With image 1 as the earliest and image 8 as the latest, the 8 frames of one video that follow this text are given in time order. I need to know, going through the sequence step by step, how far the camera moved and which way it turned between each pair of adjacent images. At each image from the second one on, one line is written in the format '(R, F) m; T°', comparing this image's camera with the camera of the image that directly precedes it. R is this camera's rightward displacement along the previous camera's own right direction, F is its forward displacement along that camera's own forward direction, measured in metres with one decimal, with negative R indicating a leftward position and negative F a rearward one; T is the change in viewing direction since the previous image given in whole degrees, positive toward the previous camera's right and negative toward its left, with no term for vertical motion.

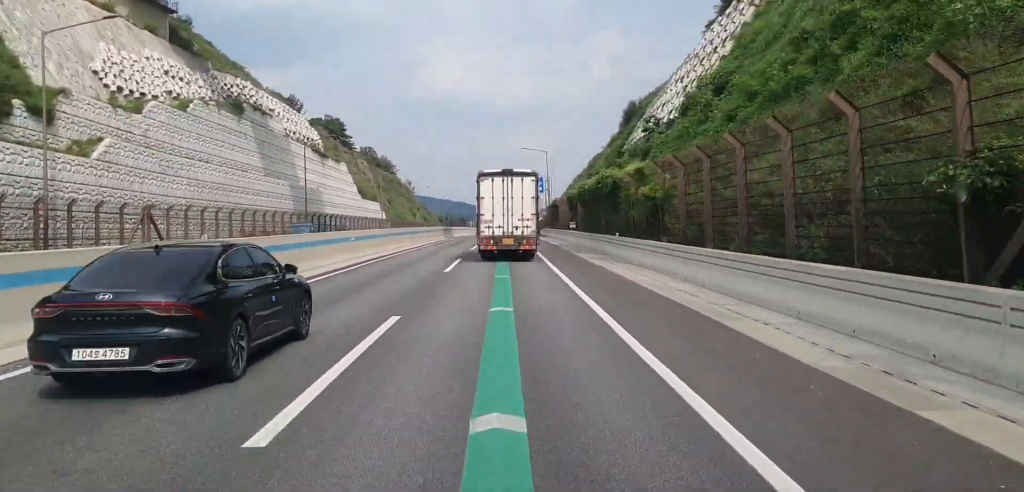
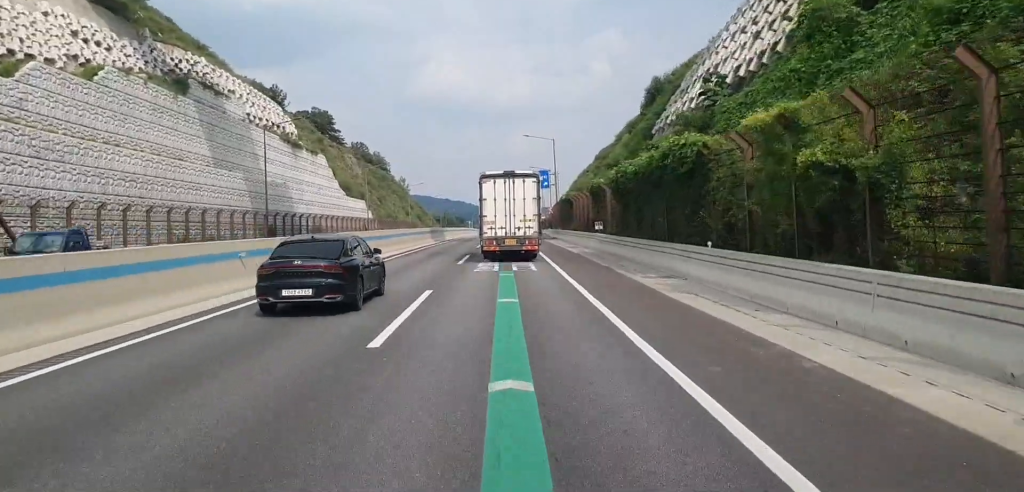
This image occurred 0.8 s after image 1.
(+0.3, +15.1) m; +1°
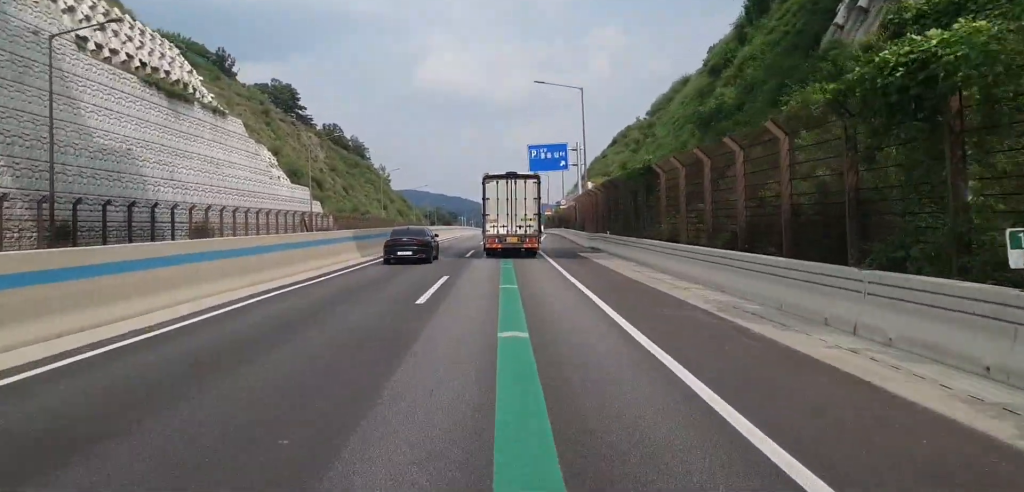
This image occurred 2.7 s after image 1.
(-0.6, +35.1) m; -2°
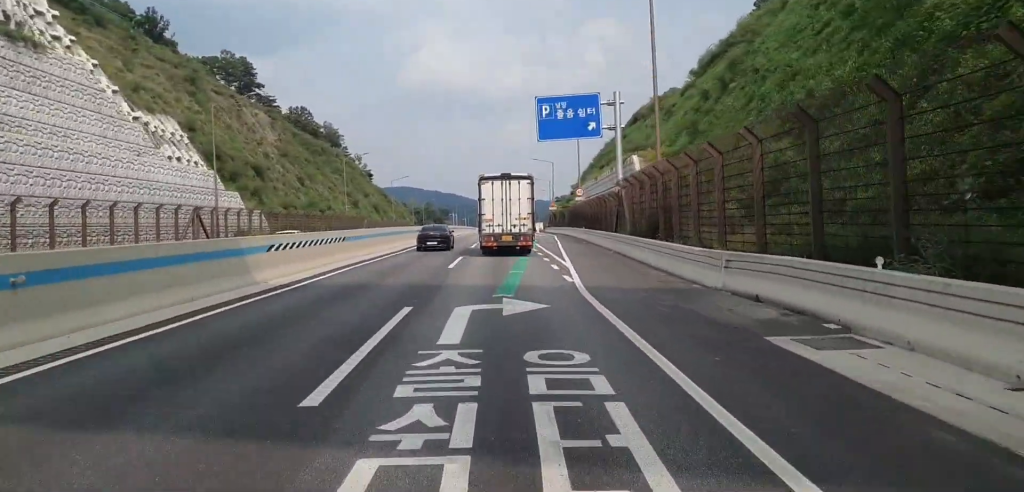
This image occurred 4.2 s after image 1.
(+0.5, +28.5) m; +2°
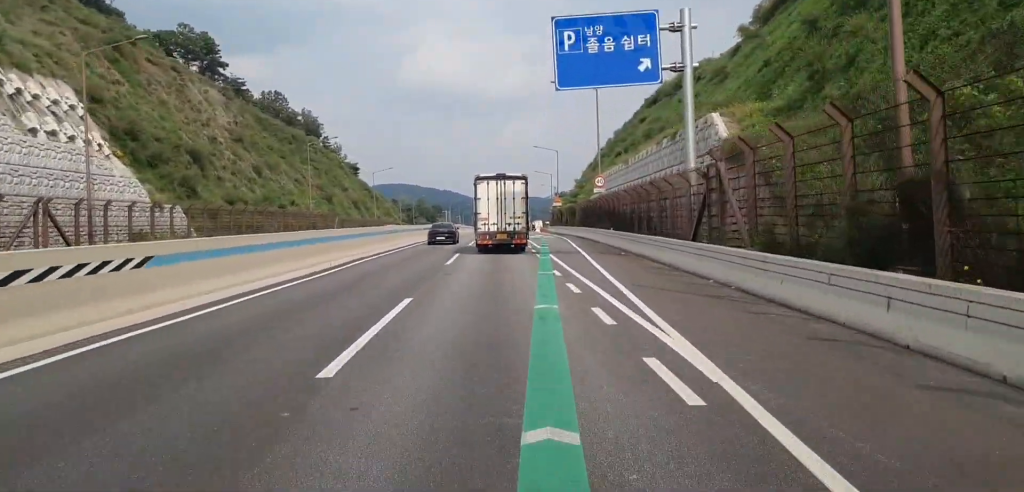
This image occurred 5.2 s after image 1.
(+0.1, +18.7) m; 0°
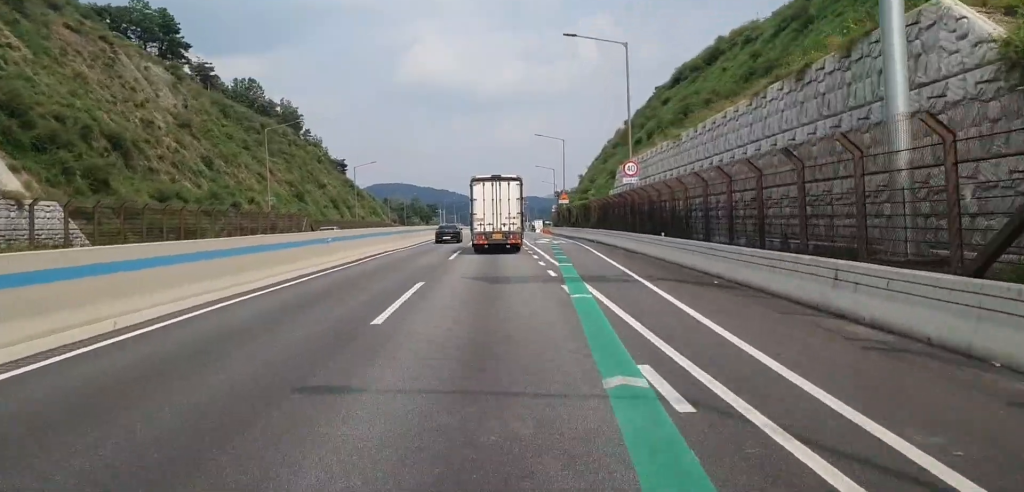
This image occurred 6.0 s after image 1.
(0.0, +15.6) m; 0°
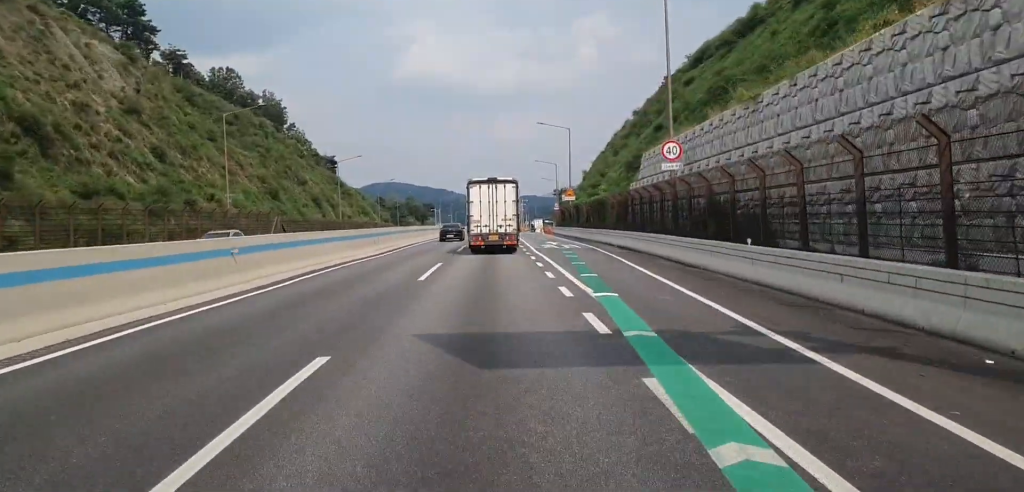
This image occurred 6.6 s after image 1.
(-0.1, +11.2) m; 0°
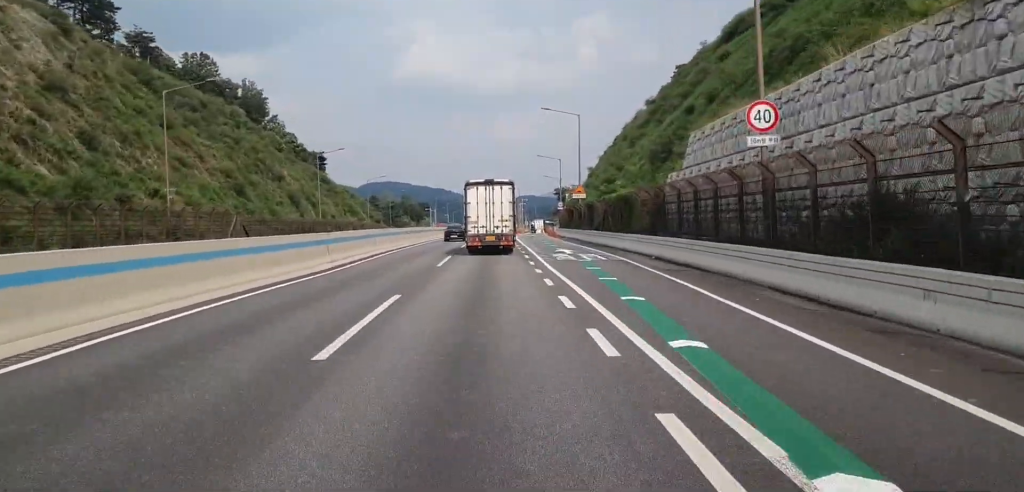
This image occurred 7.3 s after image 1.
(0.0, +11.8) m; 0°
